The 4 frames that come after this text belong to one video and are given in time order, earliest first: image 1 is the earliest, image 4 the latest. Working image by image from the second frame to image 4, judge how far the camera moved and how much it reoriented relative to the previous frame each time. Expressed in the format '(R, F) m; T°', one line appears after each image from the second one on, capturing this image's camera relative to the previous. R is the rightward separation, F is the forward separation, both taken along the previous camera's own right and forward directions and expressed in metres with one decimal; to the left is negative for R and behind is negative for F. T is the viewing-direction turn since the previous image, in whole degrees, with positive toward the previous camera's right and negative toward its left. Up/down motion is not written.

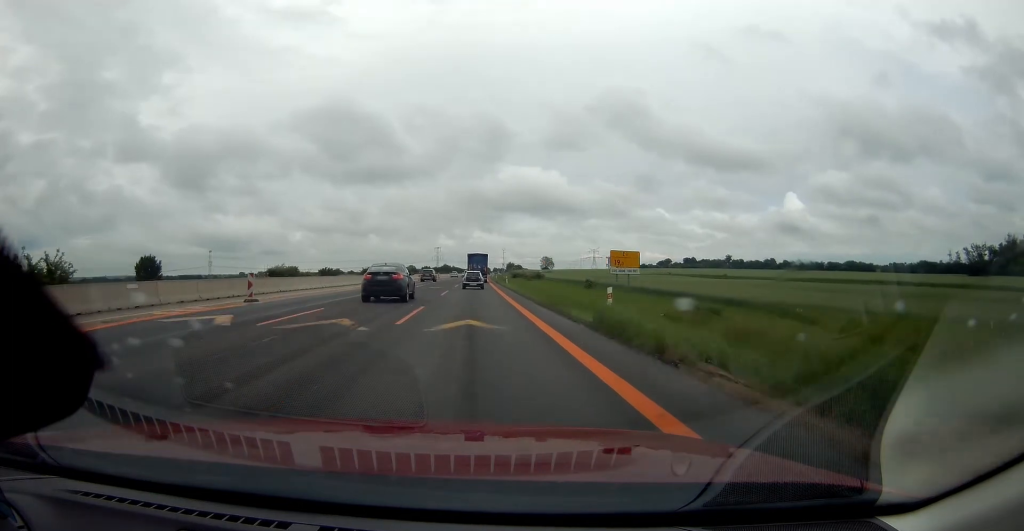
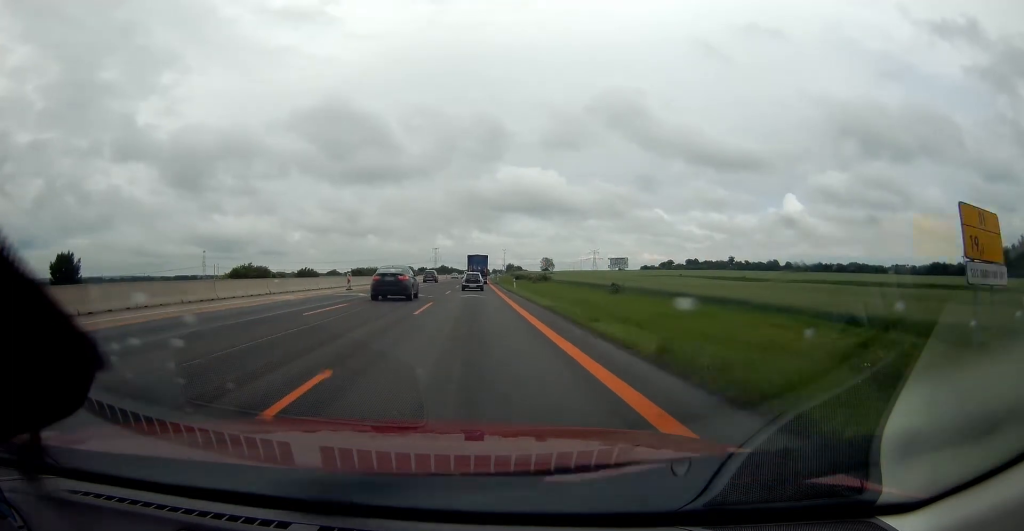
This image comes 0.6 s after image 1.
(0.0, +13.7) m; 0°
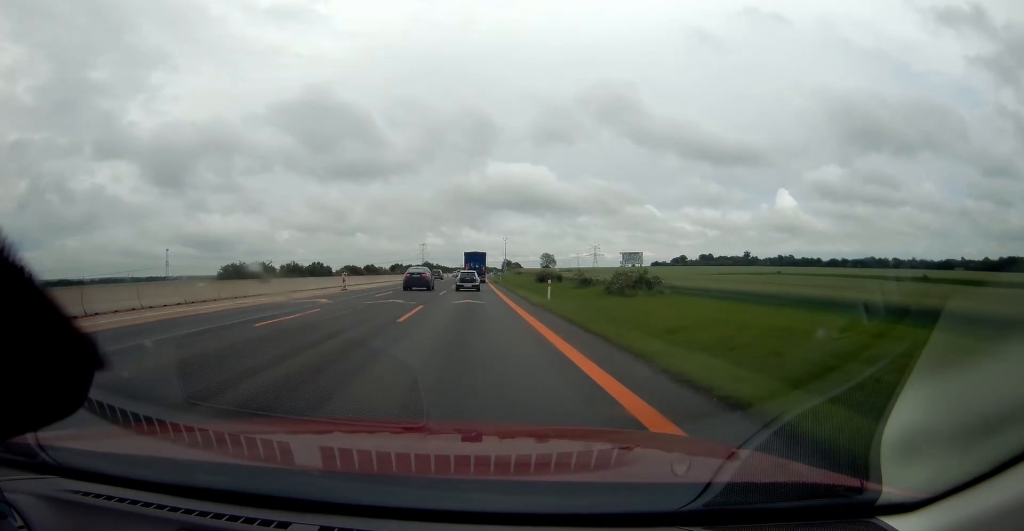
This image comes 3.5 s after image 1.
(+1.4, +74.9) m; +1°
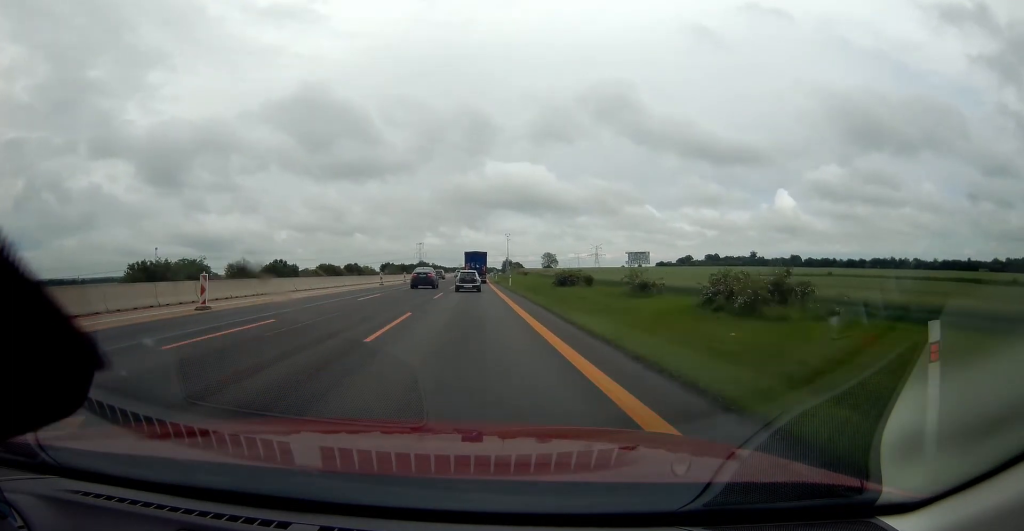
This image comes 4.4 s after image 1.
(0.0, +22.4) m; +1°
